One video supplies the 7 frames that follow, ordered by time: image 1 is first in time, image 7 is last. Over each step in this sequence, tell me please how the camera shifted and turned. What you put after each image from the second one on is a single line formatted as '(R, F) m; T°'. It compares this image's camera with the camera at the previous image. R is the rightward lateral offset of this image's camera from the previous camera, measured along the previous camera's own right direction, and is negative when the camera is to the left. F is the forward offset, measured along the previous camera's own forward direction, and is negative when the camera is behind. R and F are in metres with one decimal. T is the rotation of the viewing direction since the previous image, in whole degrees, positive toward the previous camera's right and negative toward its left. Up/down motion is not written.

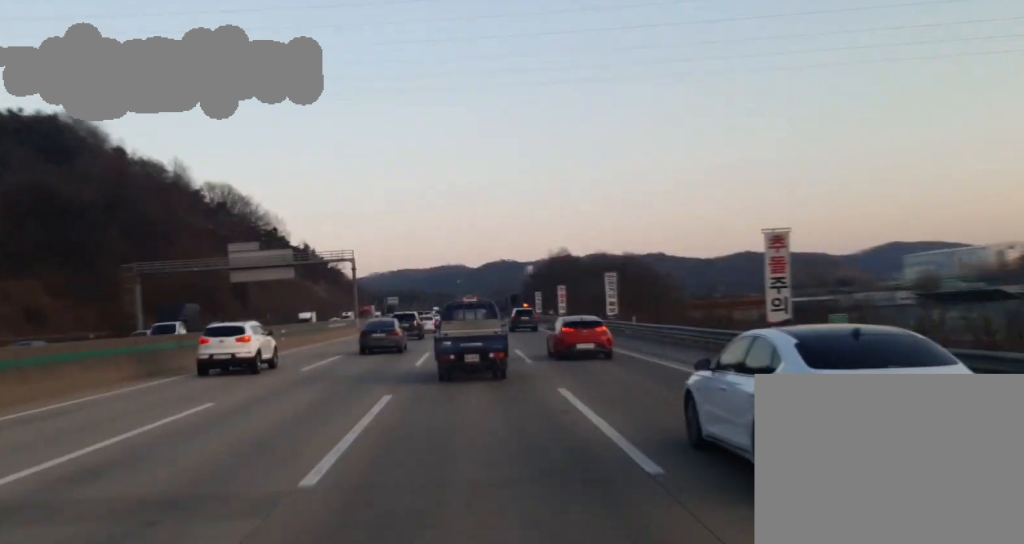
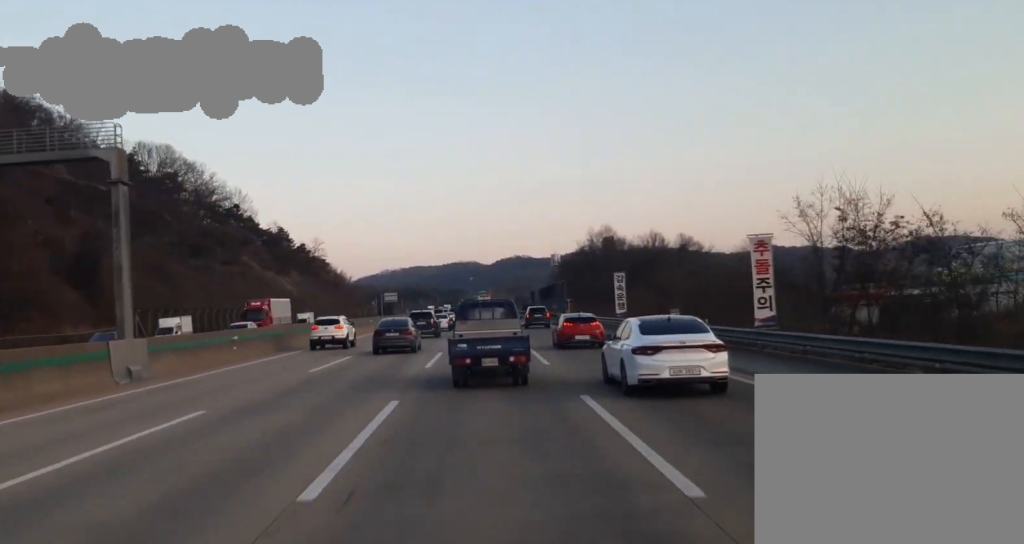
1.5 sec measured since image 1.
(0.0, +62.0) m; 0°
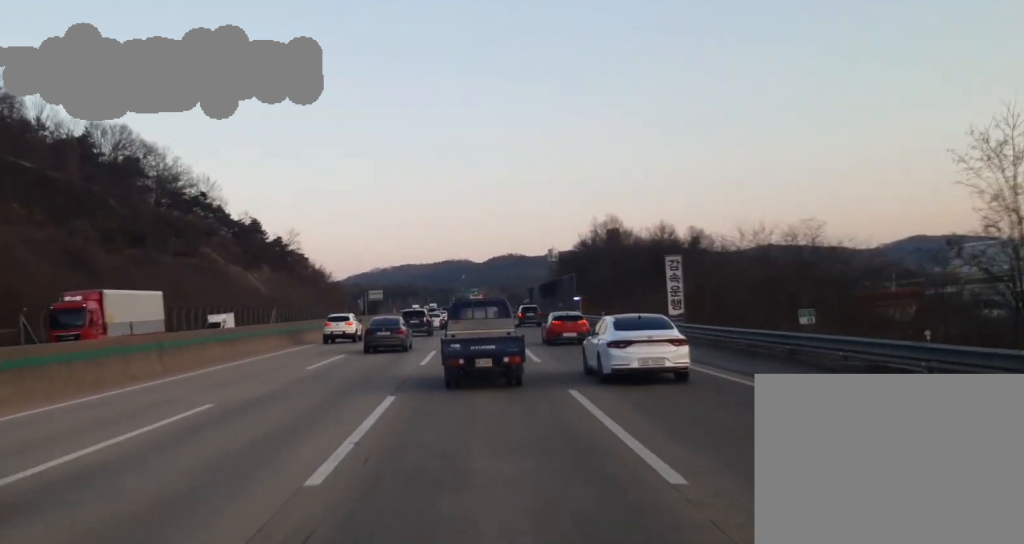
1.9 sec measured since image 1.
(0.0, +19.5) m; 0°
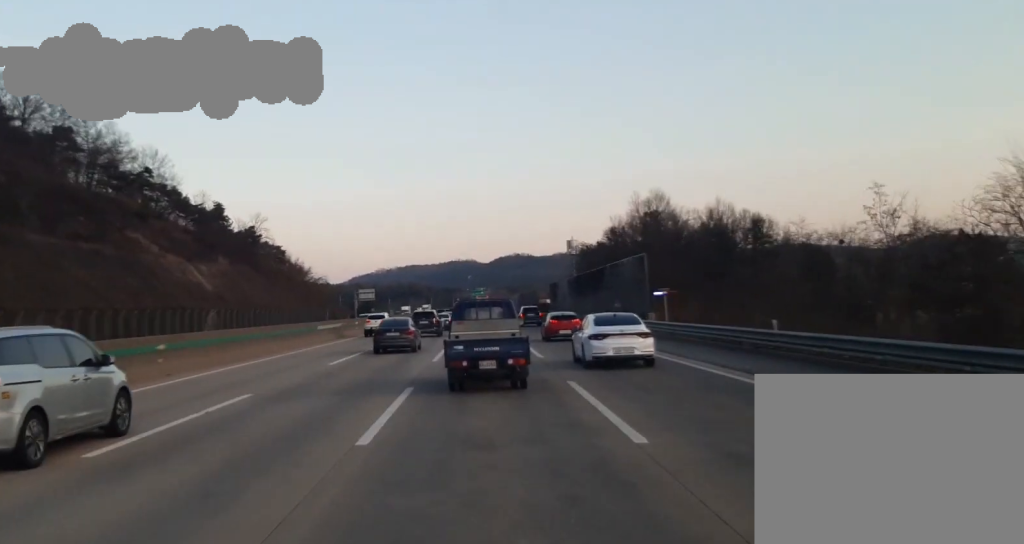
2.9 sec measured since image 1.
(-0.2, +38.4) m; 0°
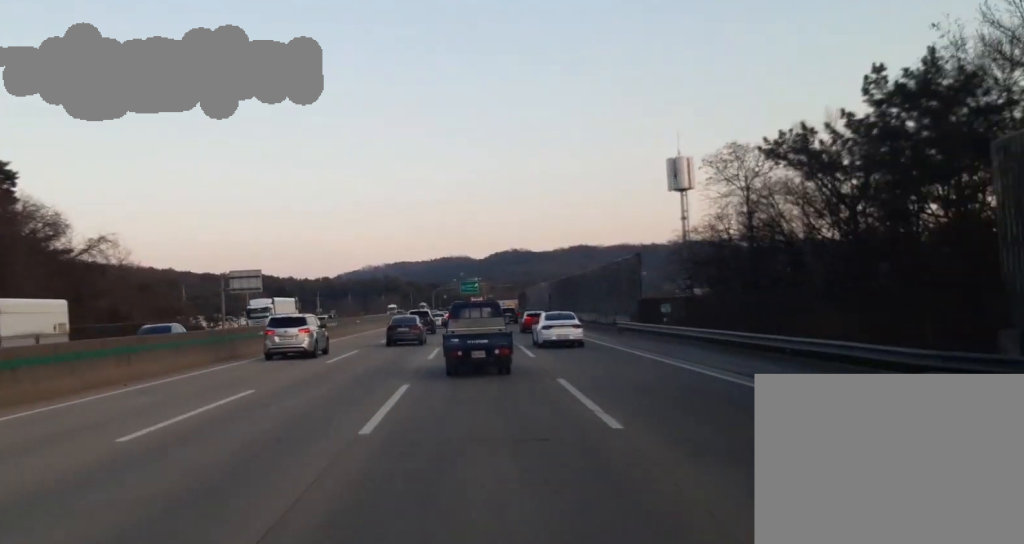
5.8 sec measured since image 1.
(+0.6, +117.5) m; +1°
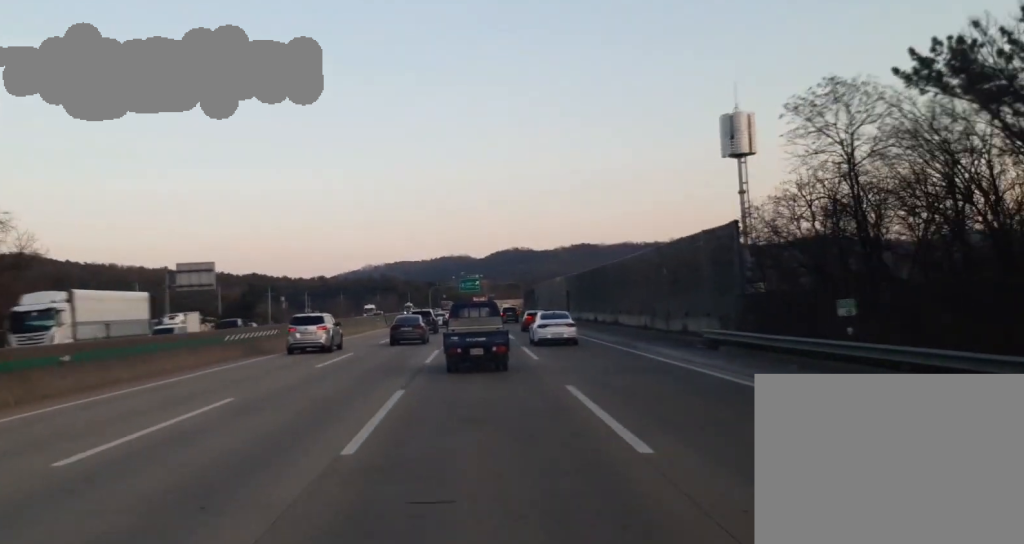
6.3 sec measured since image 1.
(+0.1, +21.7) m; 0°
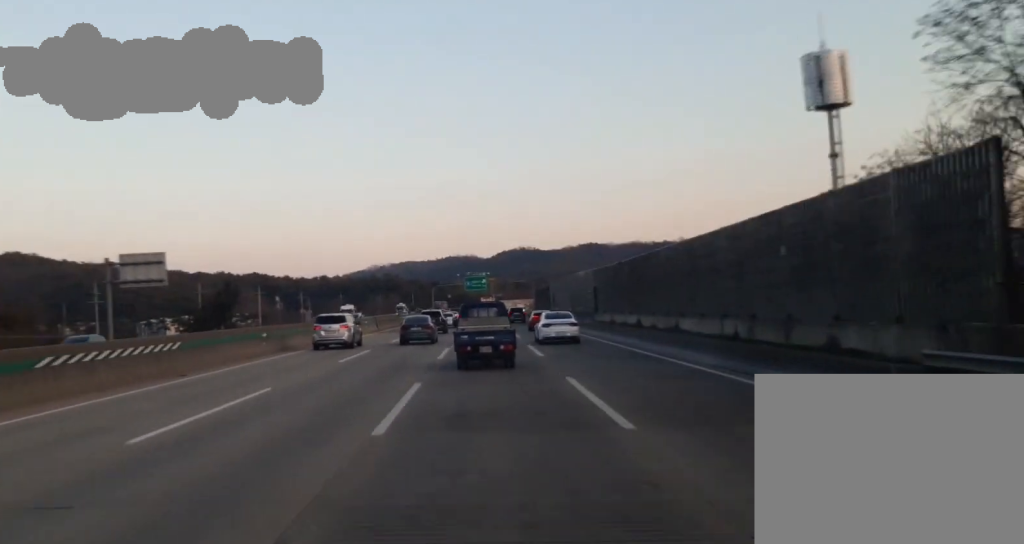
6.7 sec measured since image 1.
(+0.2, +17.7) m; 0°
